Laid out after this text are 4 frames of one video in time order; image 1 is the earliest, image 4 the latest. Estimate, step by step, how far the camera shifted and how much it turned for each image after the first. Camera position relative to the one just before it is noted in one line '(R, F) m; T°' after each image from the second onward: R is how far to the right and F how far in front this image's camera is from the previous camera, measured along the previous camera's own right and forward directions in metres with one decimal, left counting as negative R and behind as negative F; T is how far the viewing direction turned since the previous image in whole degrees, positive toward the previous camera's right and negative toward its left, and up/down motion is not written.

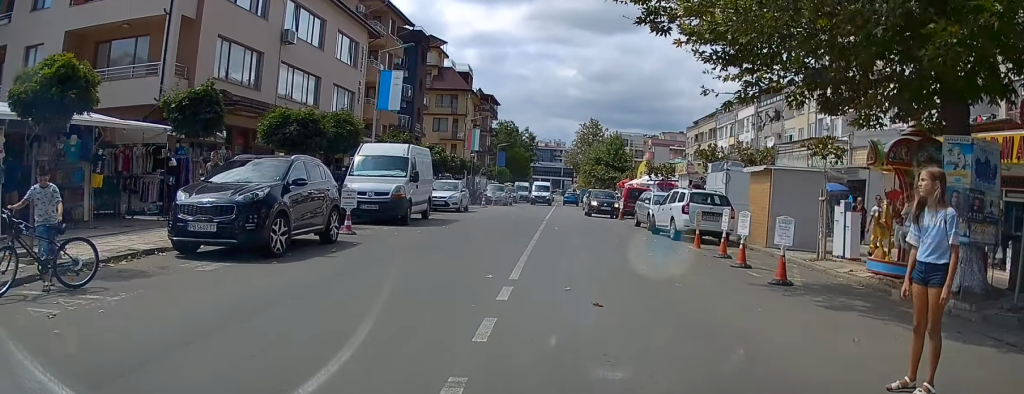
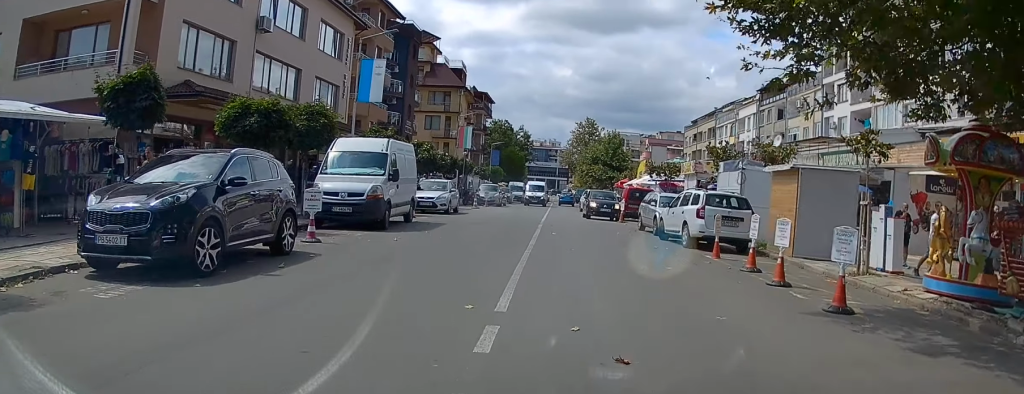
(+0.2, +2.4) m; +2°
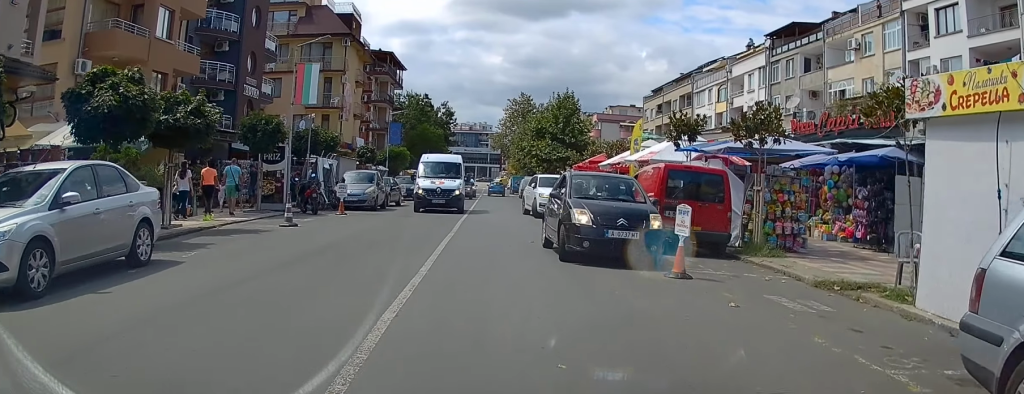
(+1.0, +23.6) m; +5°
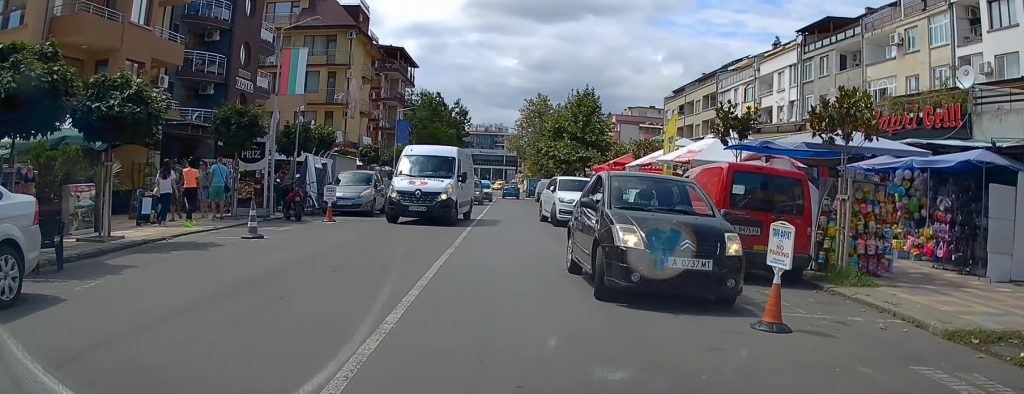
(+0.4, +3.9) m; -4°
